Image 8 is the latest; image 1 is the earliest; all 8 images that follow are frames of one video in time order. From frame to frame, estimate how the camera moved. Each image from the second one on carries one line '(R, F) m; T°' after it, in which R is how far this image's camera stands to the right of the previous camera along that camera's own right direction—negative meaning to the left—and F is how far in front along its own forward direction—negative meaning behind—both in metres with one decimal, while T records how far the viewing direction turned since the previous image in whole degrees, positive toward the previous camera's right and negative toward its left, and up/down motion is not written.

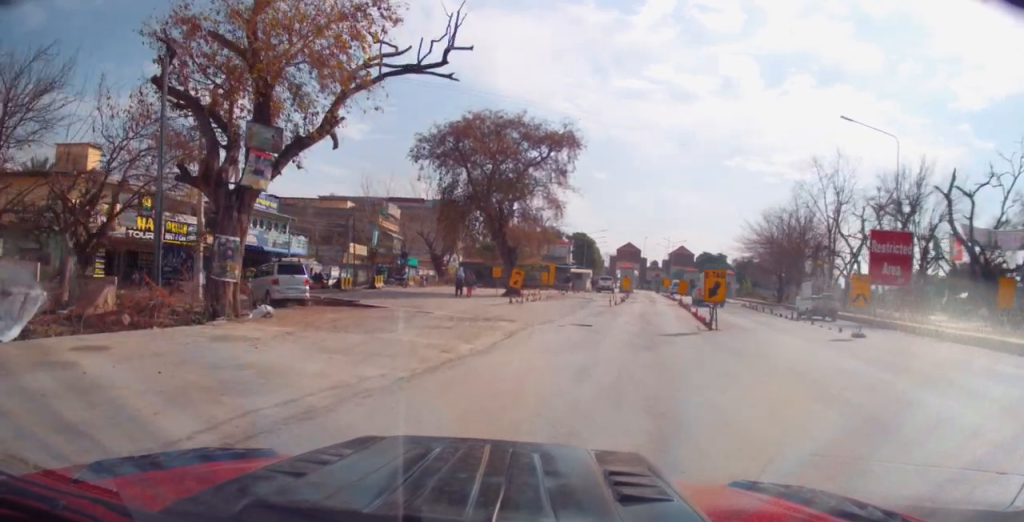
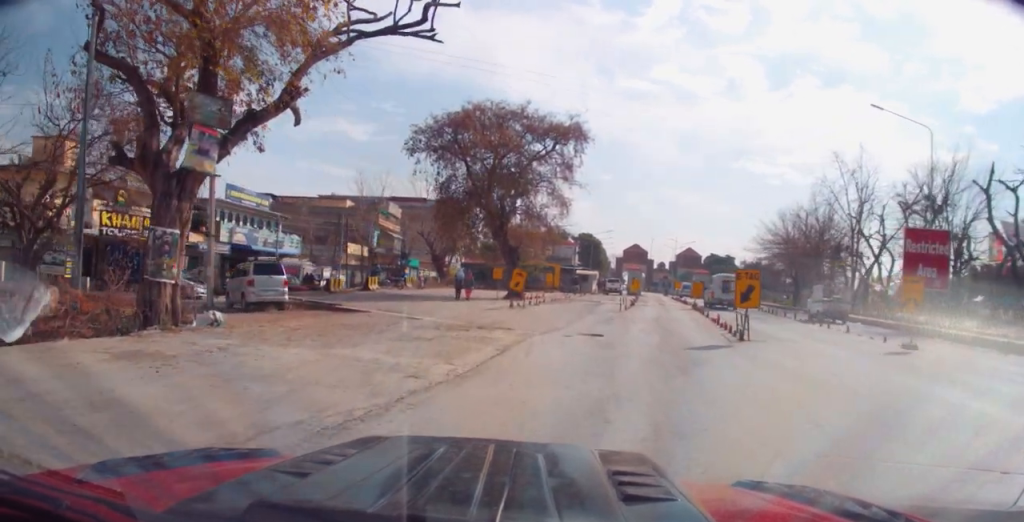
(-0.1, +2.7) m; -3°
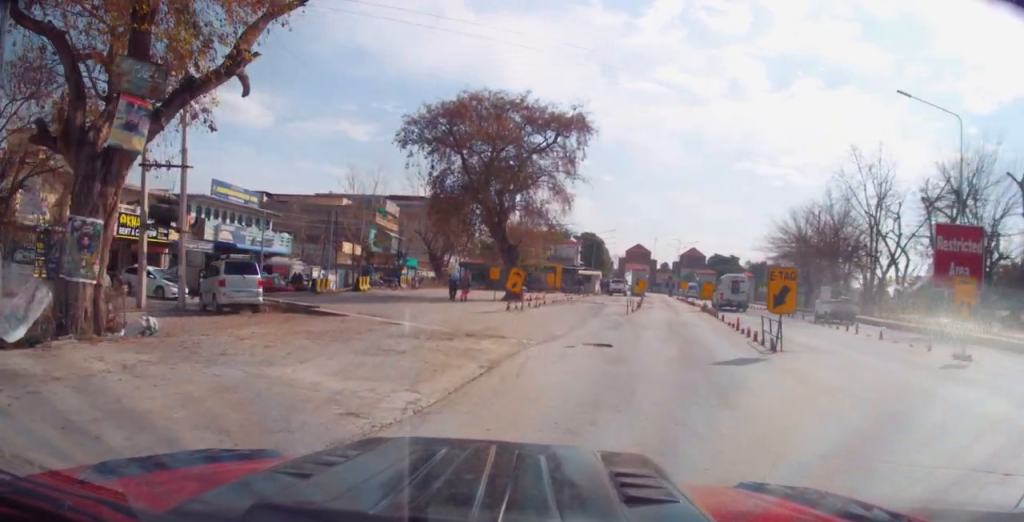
(-0.3, +2.3) m; -1°
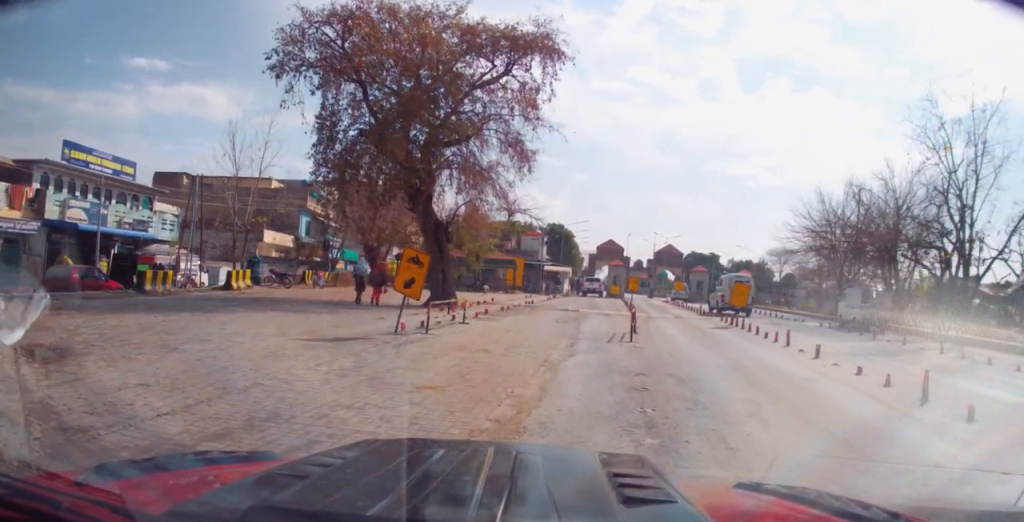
(+1.0, +12.2) m; +10°
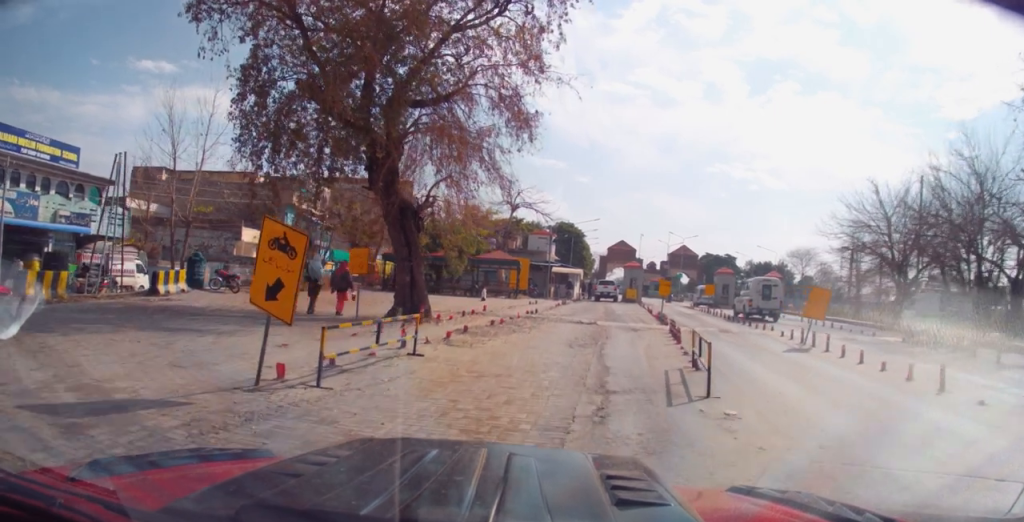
(-0.3, +6.5) m; -7°
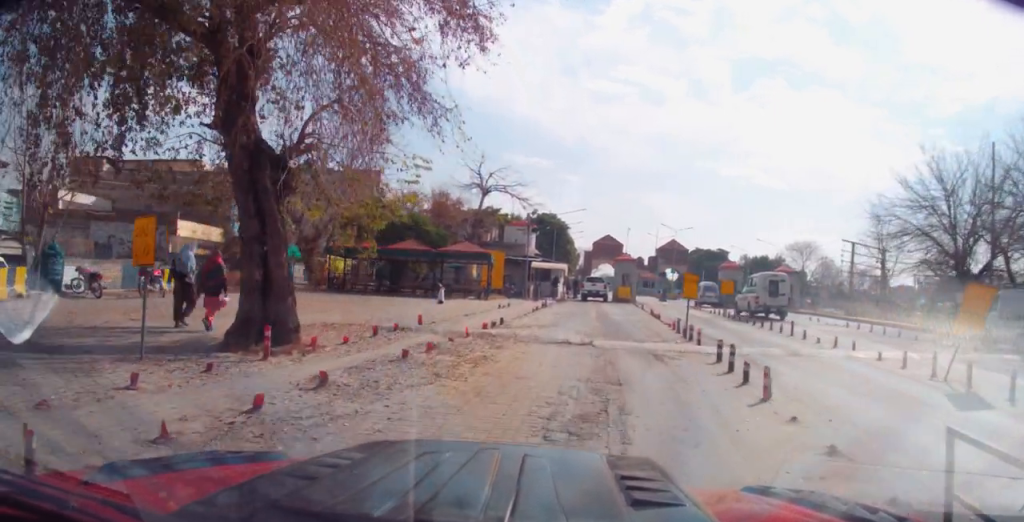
(+0.4, +7.6) m; +9°
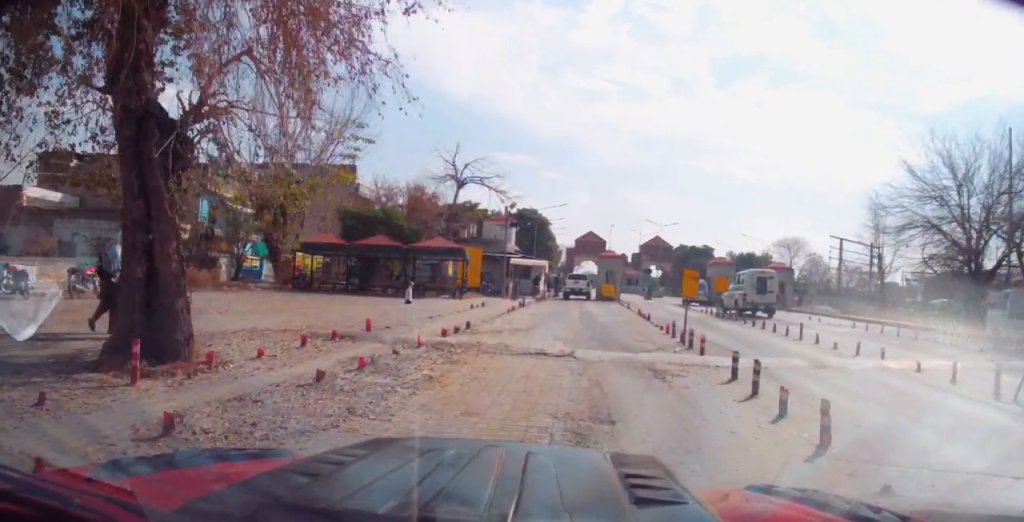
(0.0, +2.6) m; -3°
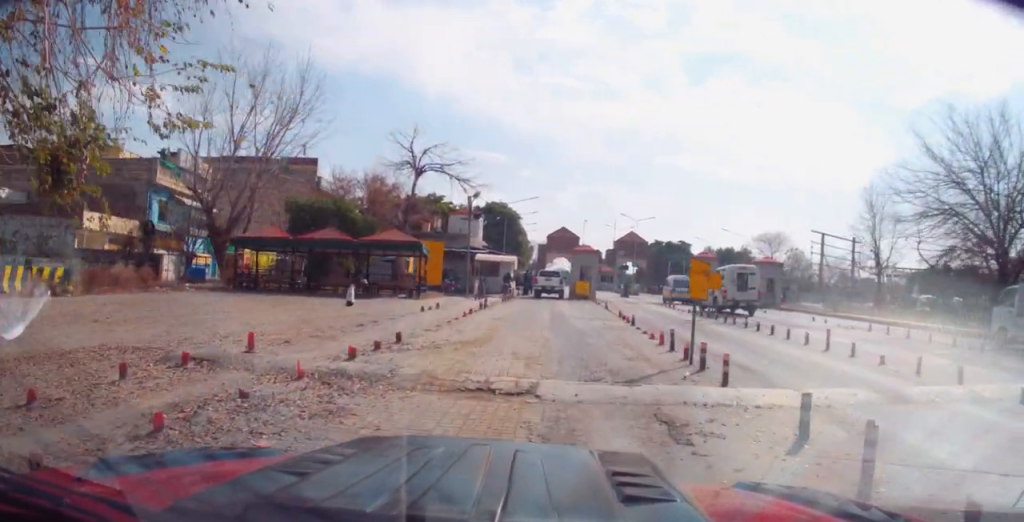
(-0.2, +3.8) m; -7°
